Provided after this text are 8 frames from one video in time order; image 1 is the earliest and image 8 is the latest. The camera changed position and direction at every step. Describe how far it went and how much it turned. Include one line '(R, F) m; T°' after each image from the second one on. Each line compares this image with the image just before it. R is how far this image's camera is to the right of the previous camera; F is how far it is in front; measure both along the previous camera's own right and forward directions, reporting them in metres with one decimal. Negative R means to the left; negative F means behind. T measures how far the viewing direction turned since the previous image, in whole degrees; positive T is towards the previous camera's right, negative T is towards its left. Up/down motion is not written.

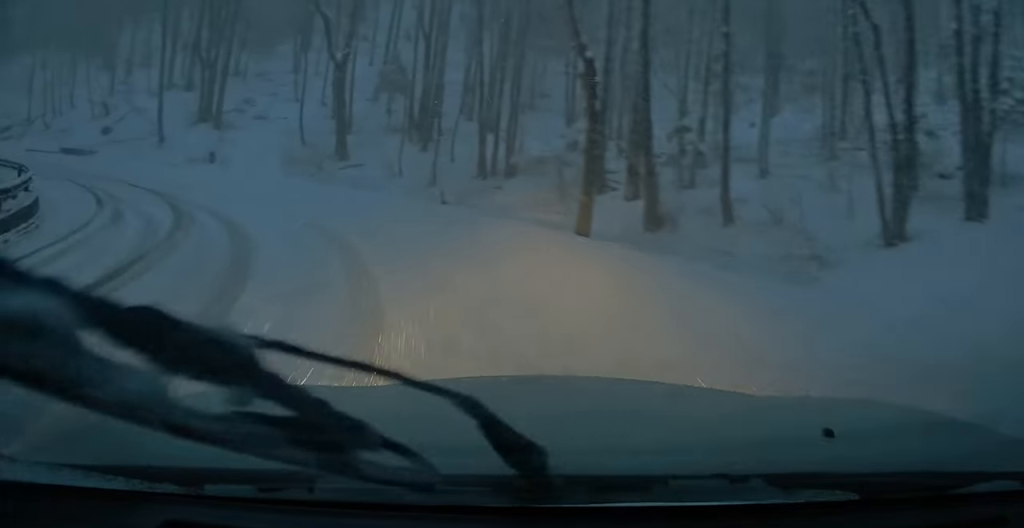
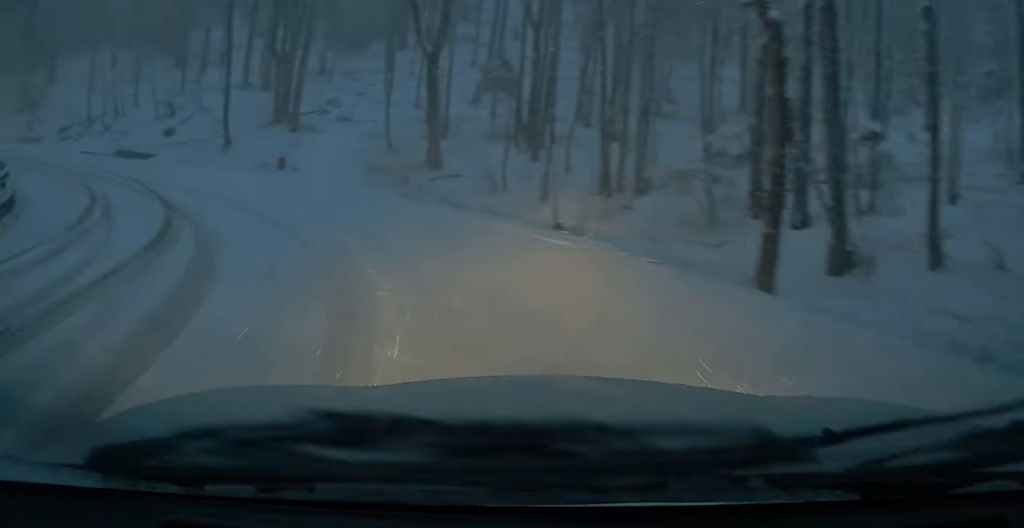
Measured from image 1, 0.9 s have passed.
(-0.3, +3.6) m; -16°
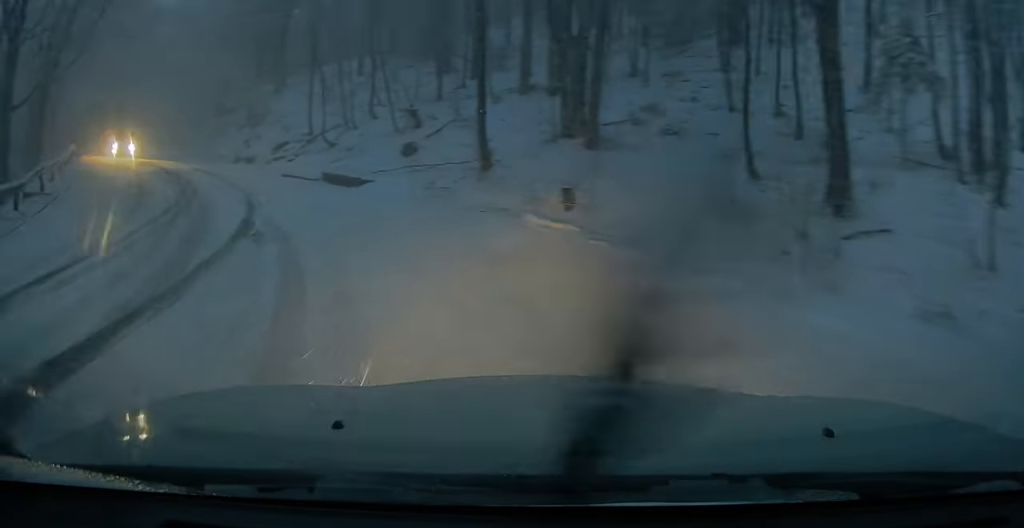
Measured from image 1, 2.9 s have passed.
(-3.3, +8.1) m; -34°
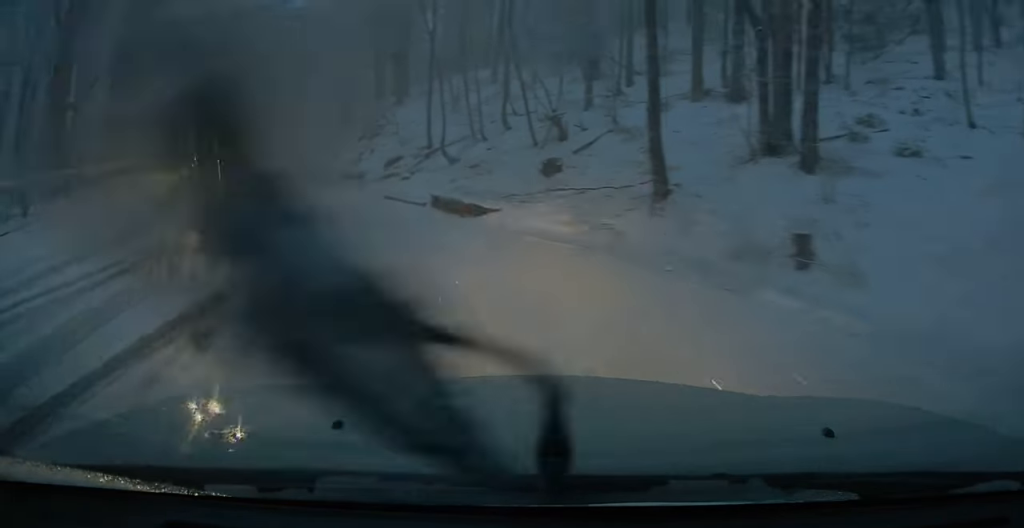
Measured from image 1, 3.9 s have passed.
(-0.2, +5.0) m; -5°
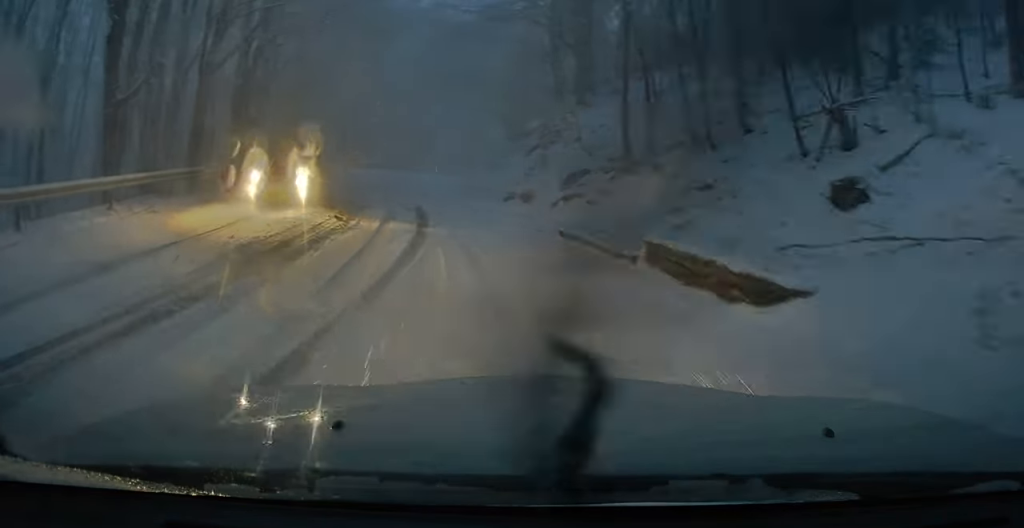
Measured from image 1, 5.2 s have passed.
(-0.3, +6.3) m; -5°
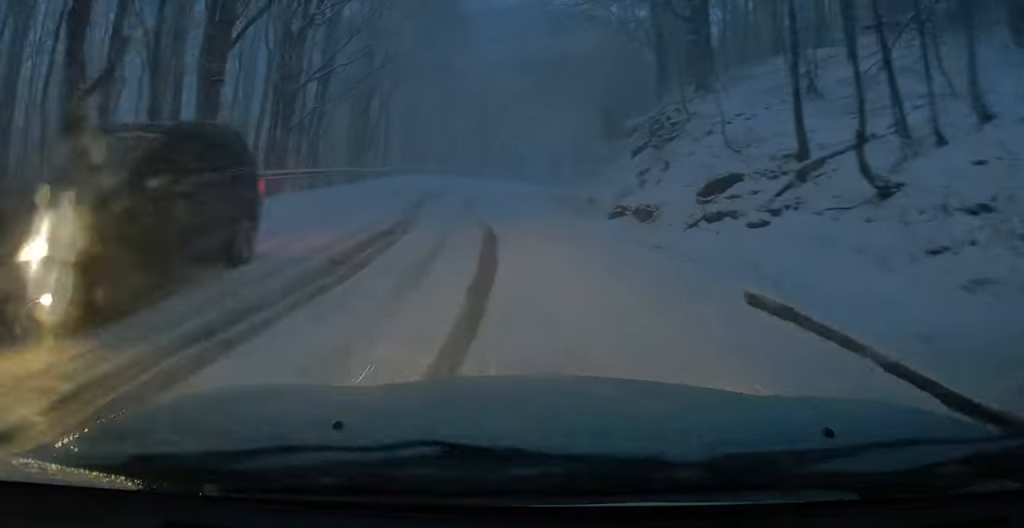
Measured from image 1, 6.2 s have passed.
(-0.1, +4.7) m; -6°
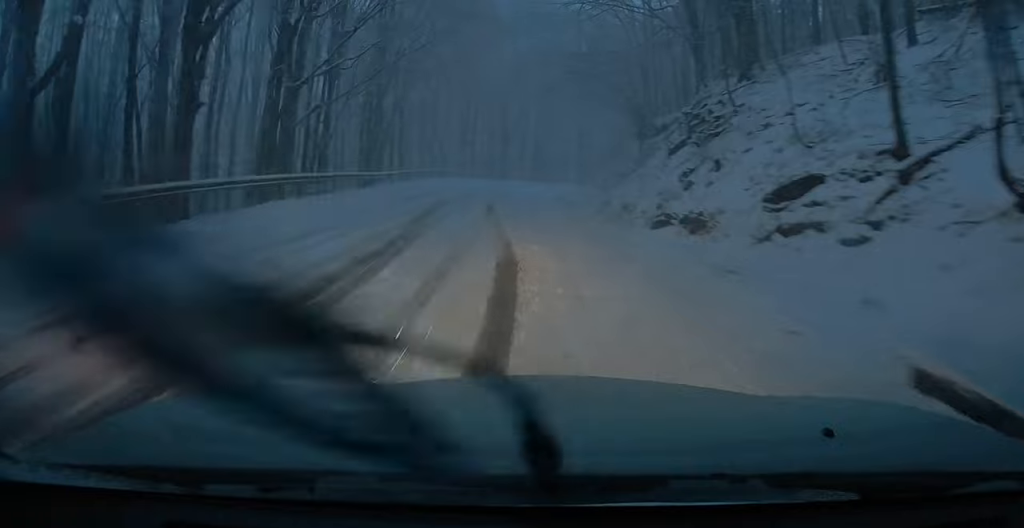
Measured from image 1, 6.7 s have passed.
(0.0, +2.1) m; -1°
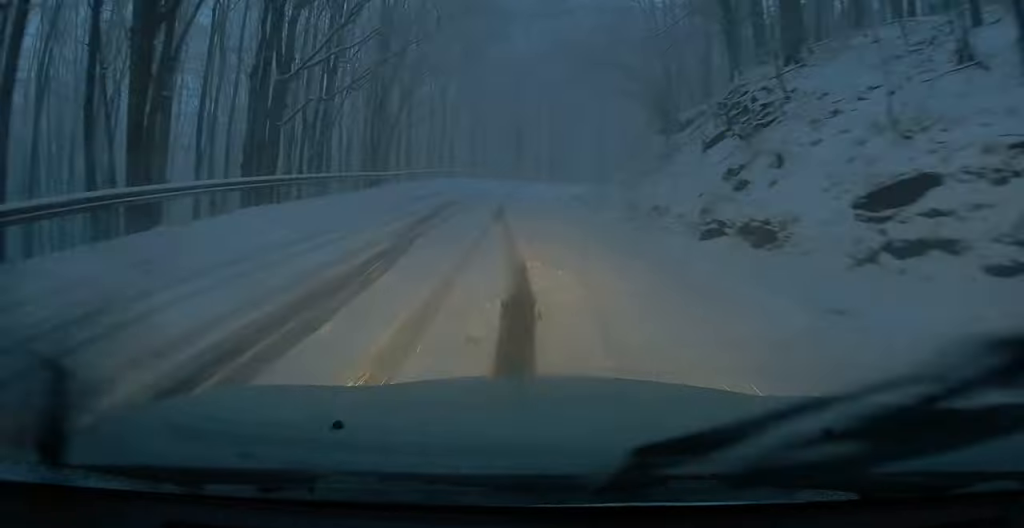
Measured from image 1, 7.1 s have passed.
(-0.2, +2.2) m; +3°
